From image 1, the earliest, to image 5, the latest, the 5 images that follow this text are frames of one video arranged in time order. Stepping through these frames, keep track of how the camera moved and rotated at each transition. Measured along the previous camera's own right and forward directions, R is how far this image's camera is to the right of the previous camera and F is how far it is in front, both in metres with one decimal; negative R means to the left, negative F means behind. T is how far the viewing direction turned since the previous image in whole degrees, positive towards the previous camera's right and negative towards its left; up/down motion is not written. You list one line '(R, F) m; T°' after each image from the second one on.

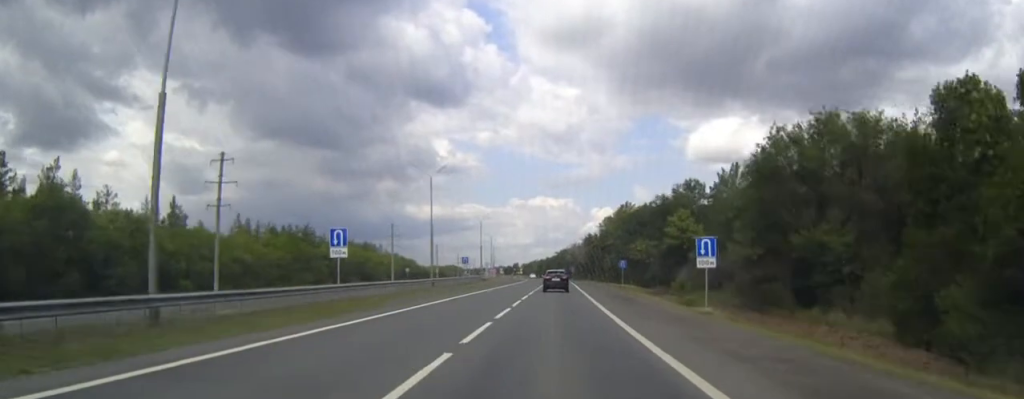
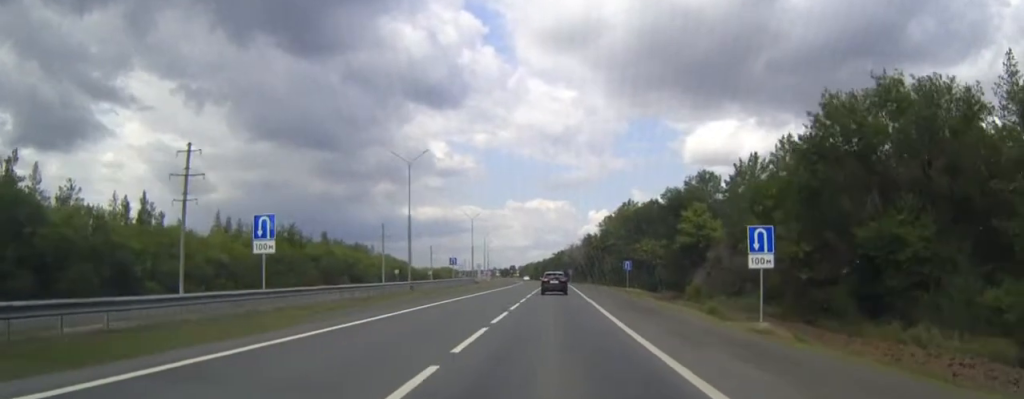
(0.0, +9.4) m; 0°
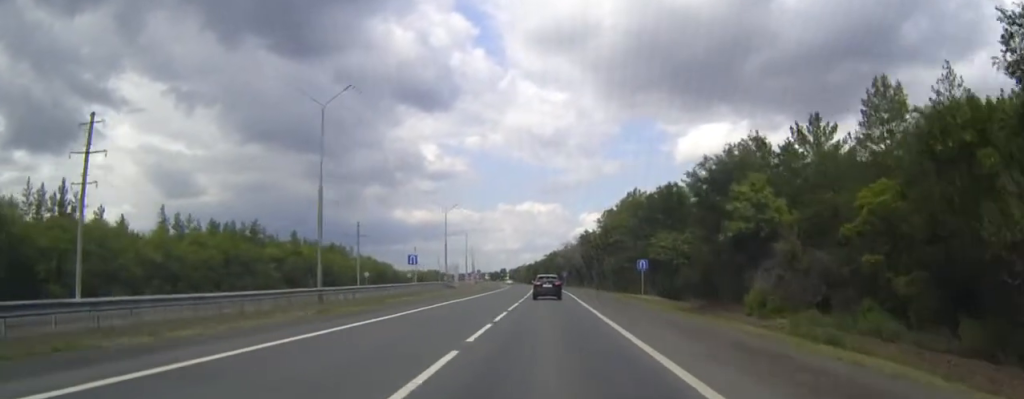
(+0.1, +21.4) m; +1°
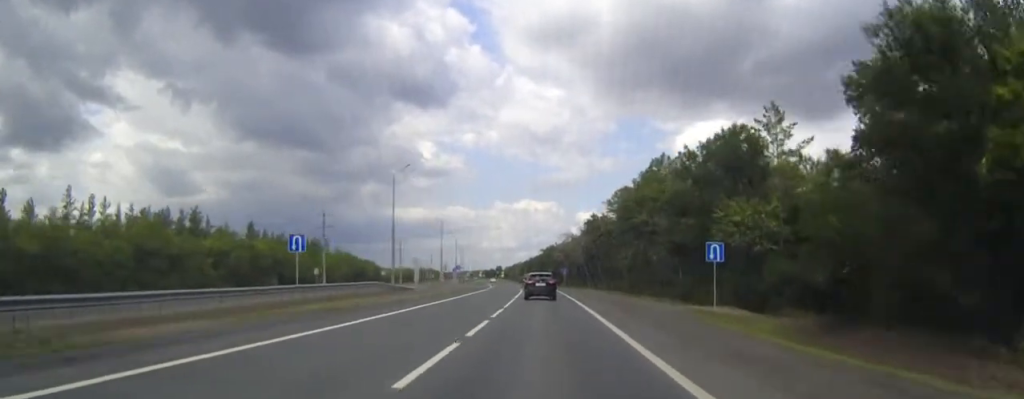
(+0.2, +30.3) m; 0°
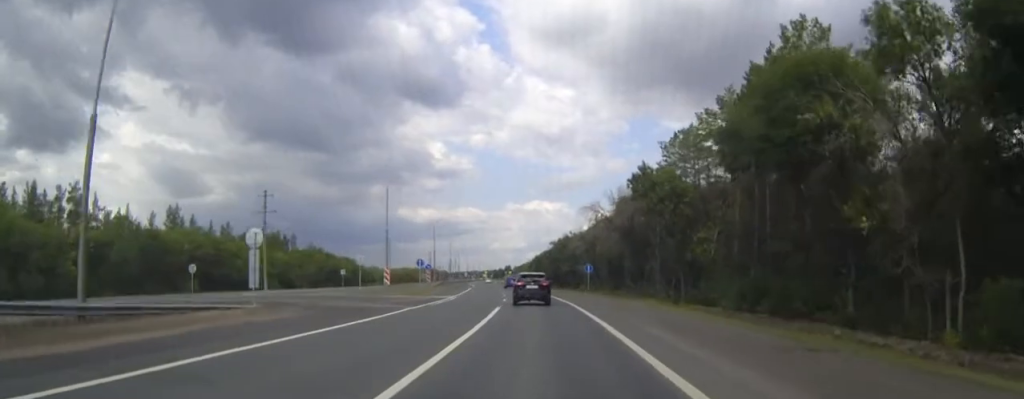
(-0.4, +46.3) m; -1°
